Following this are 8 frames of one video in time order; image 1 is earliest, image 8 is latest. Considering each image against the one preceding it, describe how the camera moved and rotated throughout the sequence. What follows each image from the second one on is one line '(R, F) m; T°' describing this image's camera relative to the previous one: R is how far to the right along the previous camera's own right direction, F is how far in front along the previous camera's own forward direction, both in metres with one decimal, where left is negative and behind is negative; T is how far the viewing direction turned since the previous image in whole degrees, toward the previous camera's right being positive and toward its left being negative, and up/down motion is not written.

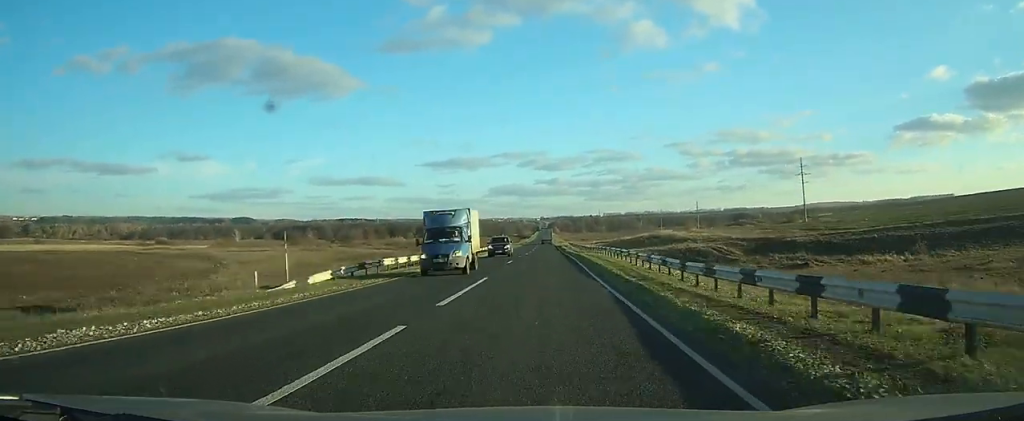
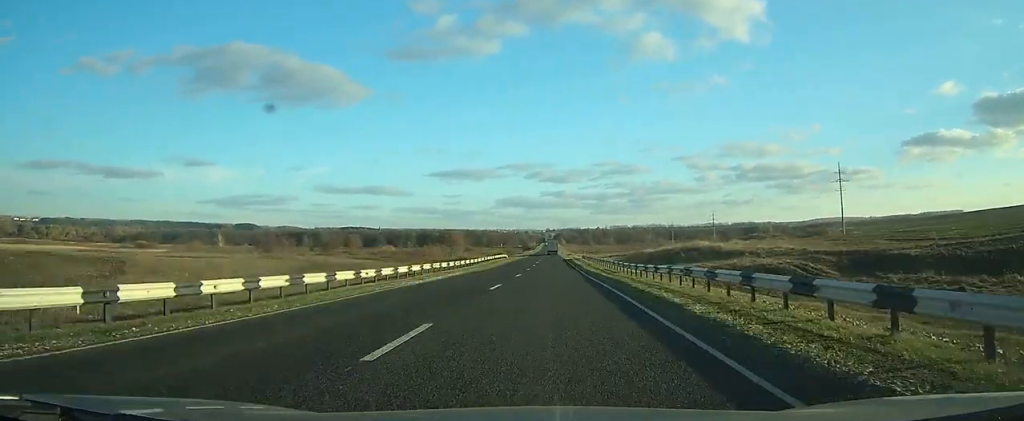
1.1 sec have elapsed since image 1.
(-0.1, +25.4) m; 0°
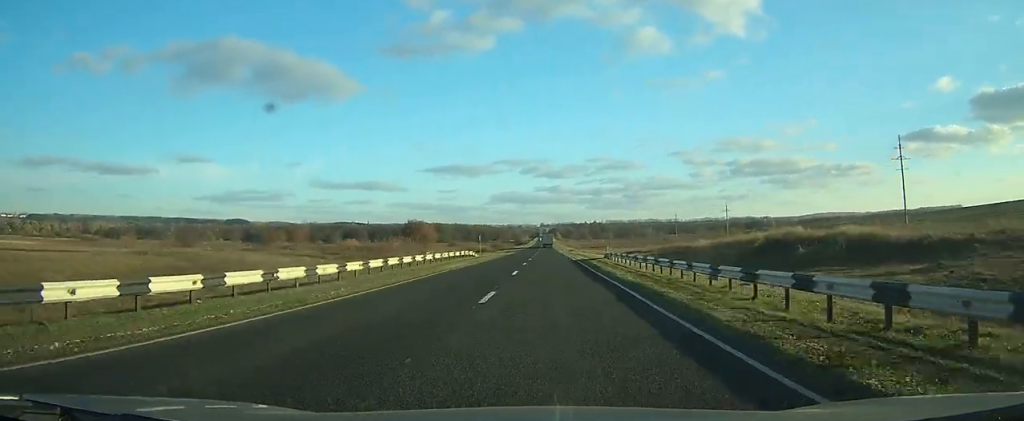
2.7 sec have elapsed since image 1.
(-0.1, +41.0) m; 0°
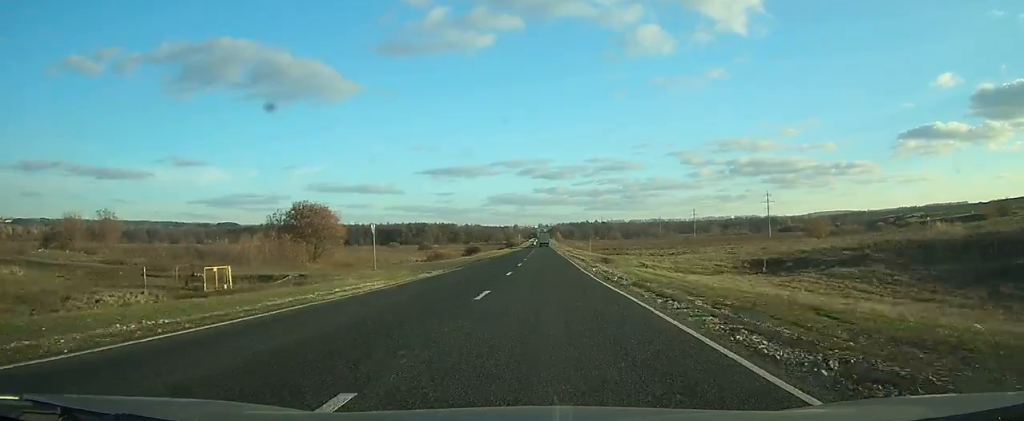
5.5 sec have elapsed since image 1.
(+0.2, +74.3) m; 0°
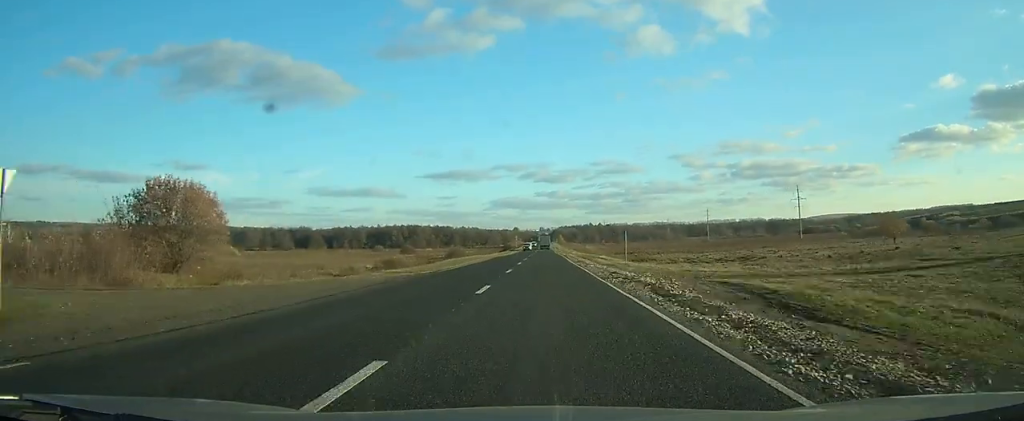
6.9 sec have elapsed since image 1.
(0.0, +35.2) m; 0°
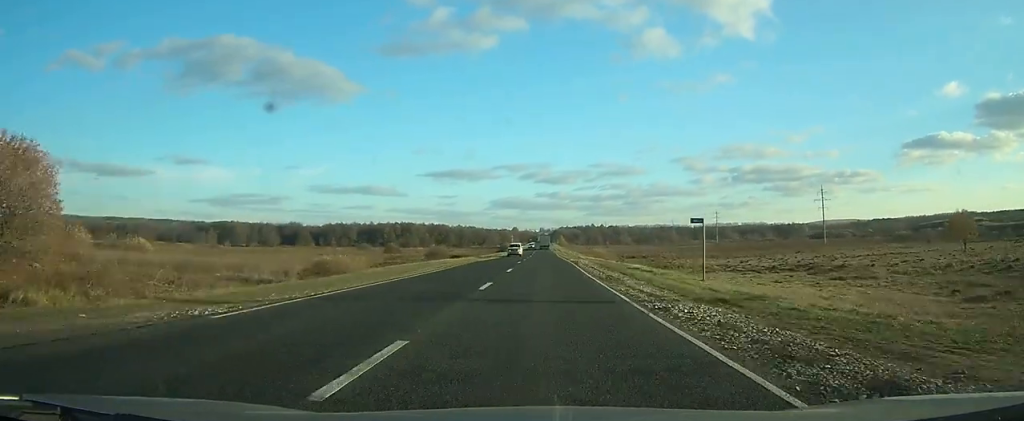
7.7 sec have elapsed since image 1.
(0.0, +22.5) m; 0°
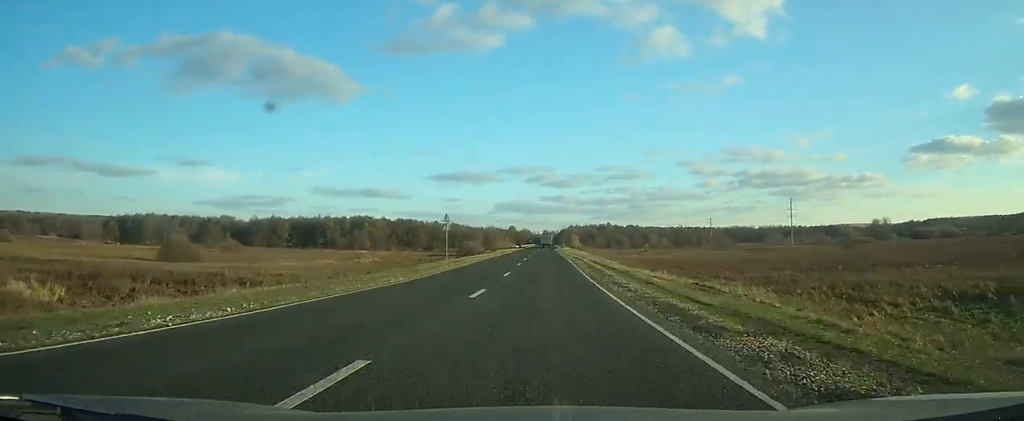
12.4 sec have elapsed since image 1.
(-0.3, +118.6) m; 0°
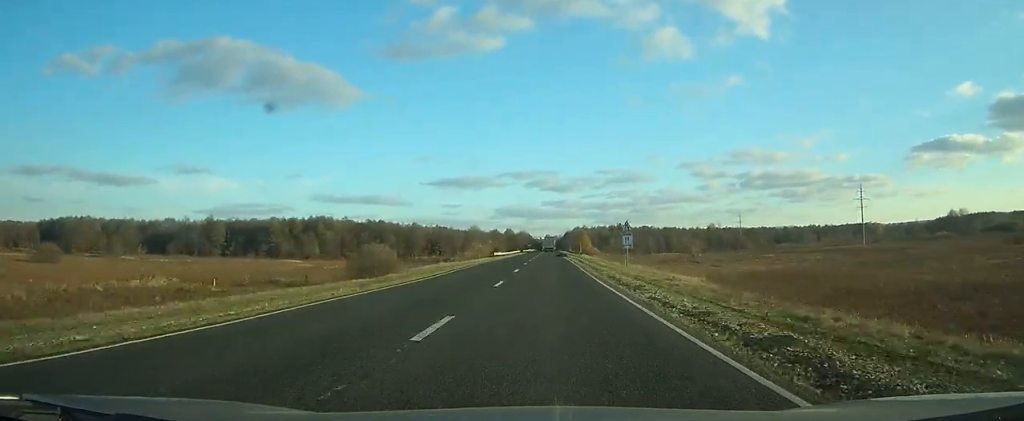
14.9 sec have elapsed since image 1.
(-0.1, +70.7) m; 0°
